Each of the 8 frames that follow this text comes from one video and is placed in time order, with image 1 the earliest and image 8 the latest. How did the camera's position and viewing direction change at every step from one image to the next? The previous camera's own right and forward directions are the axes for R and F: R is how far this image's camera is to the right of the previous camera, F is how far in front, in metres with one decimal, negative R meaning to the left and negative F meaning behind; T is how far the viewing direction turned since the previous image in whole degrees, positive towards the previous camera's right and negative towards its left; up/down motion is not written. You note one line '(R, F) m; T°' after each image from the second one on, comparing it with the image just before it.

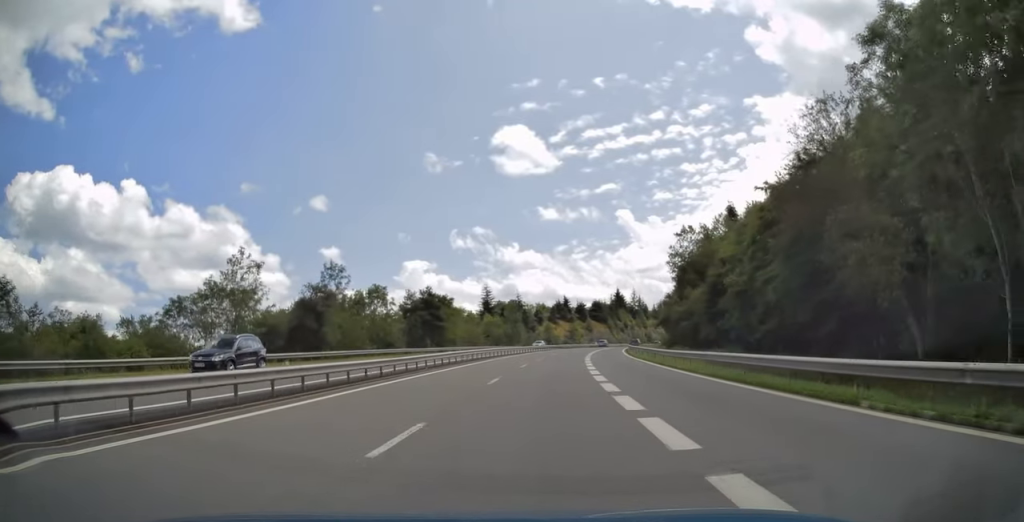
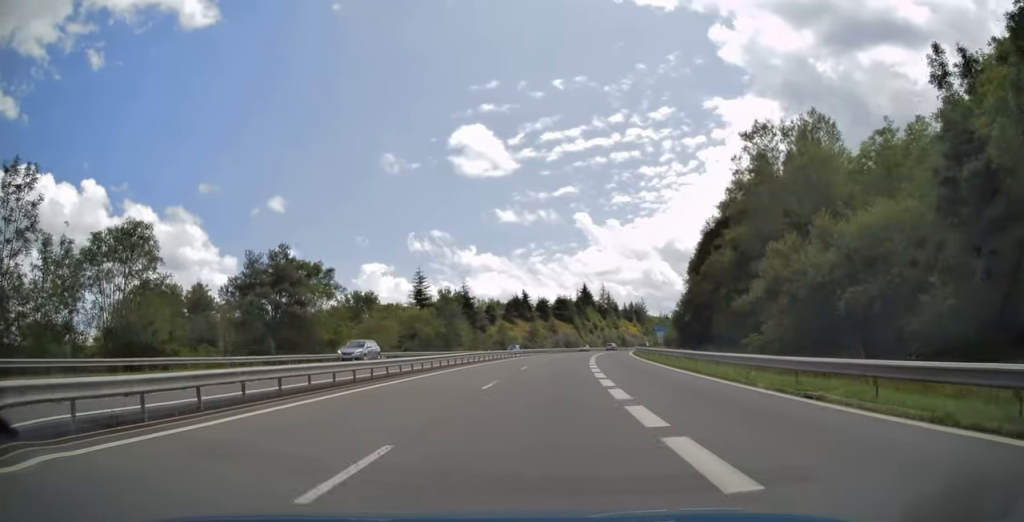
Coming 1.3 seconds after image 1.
(+1.2, +42.6) m; +3°
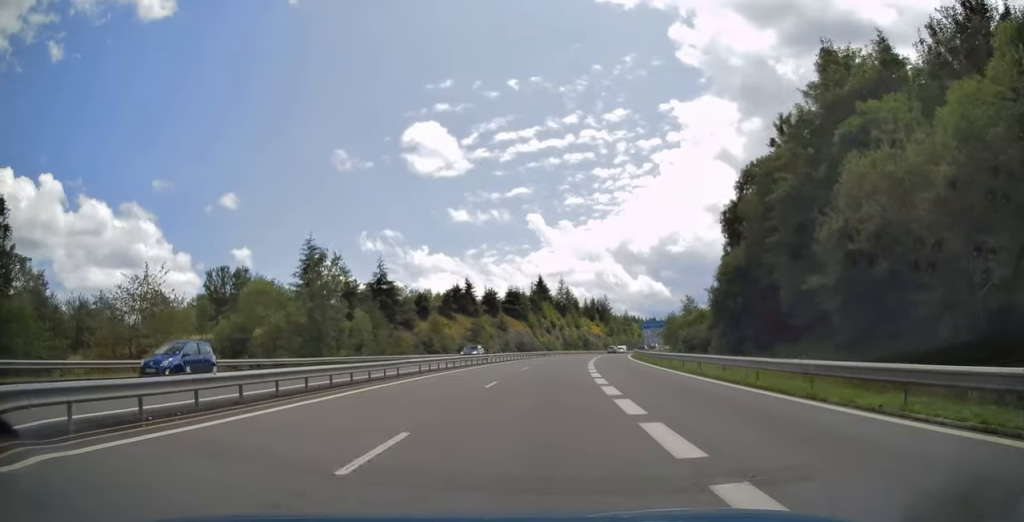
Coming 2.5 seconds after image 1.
(+0.8, +33.8) m; +3°
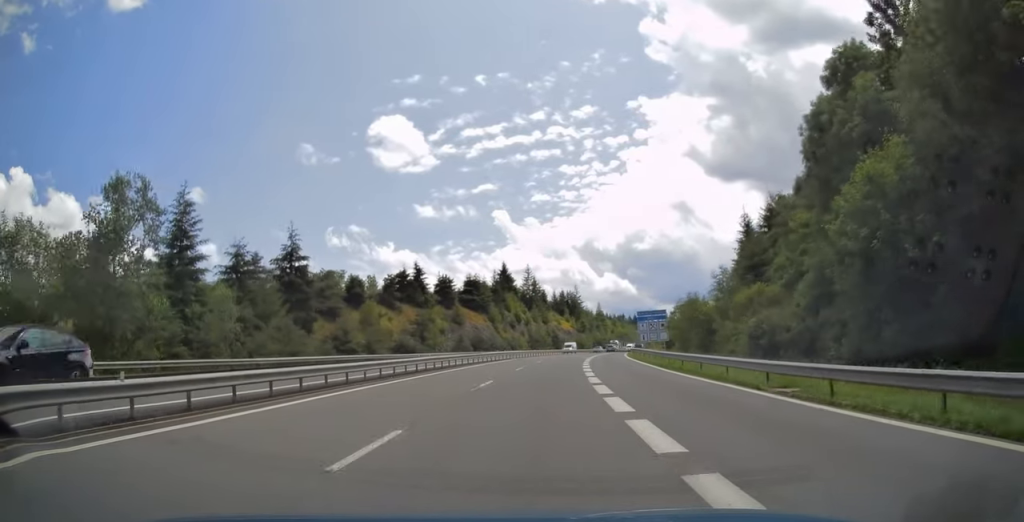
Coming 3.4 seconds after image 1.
(+0.5, +23.3) m; +3°
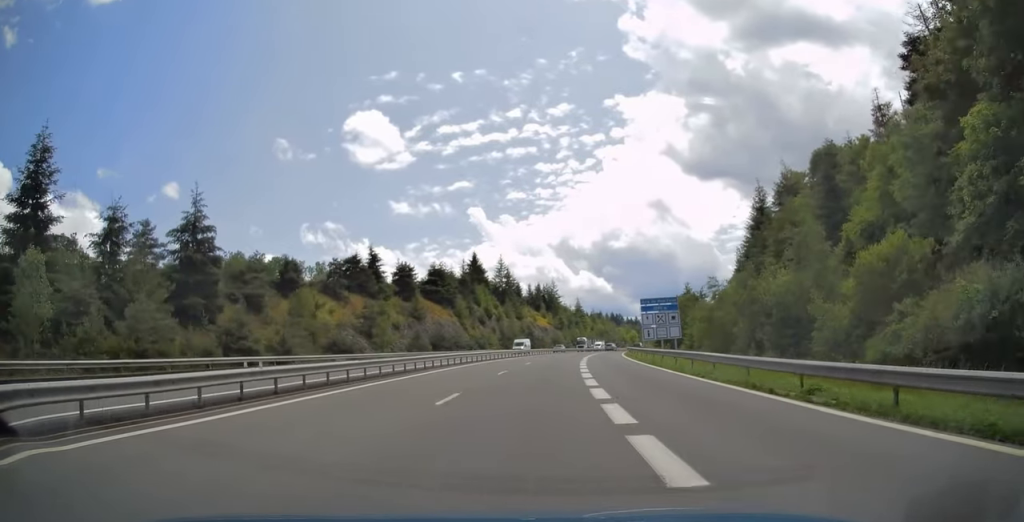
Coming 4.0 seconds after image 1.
(+0.5, +17.9) m; +2°
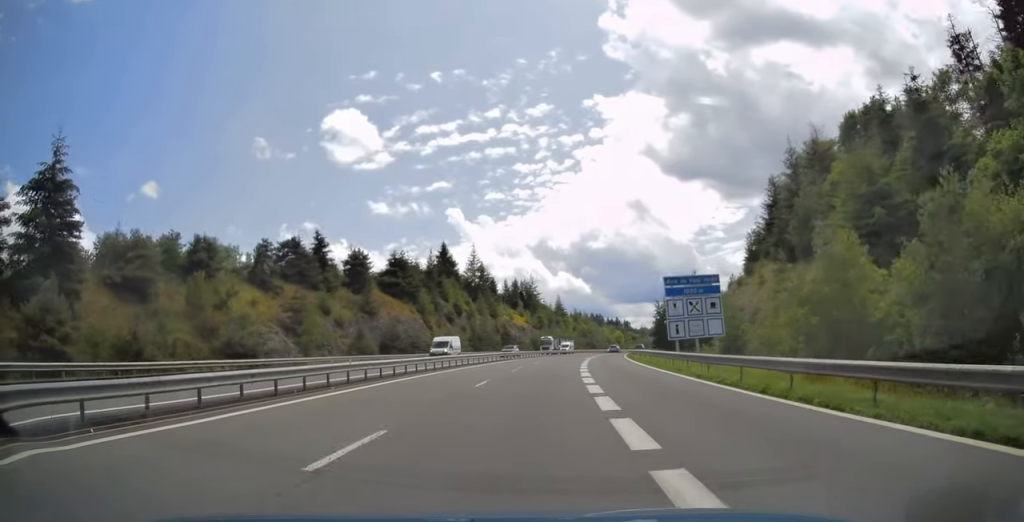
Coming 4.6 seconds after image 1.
(+0.4, +18.8) m; +2°
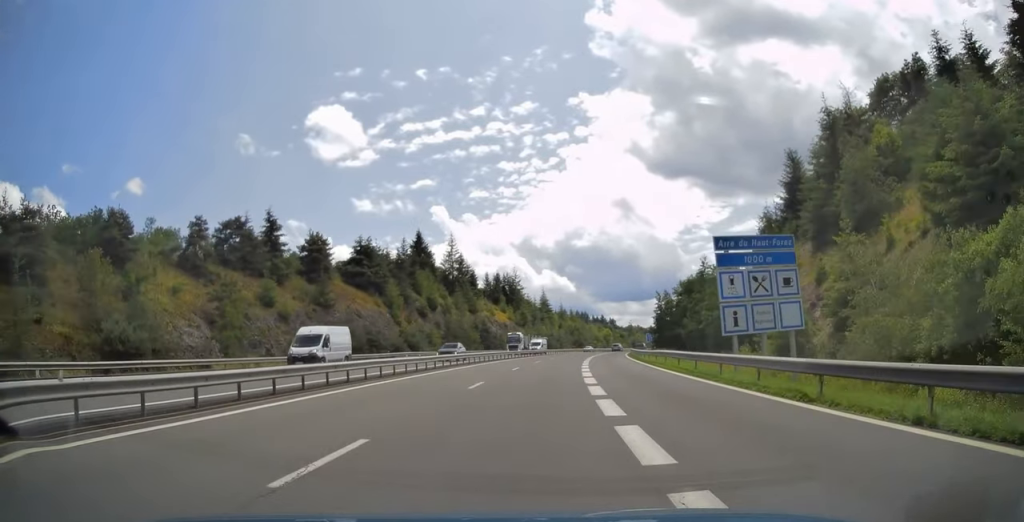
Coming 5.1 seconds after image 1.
(+0.2, +13.5) m; +2°
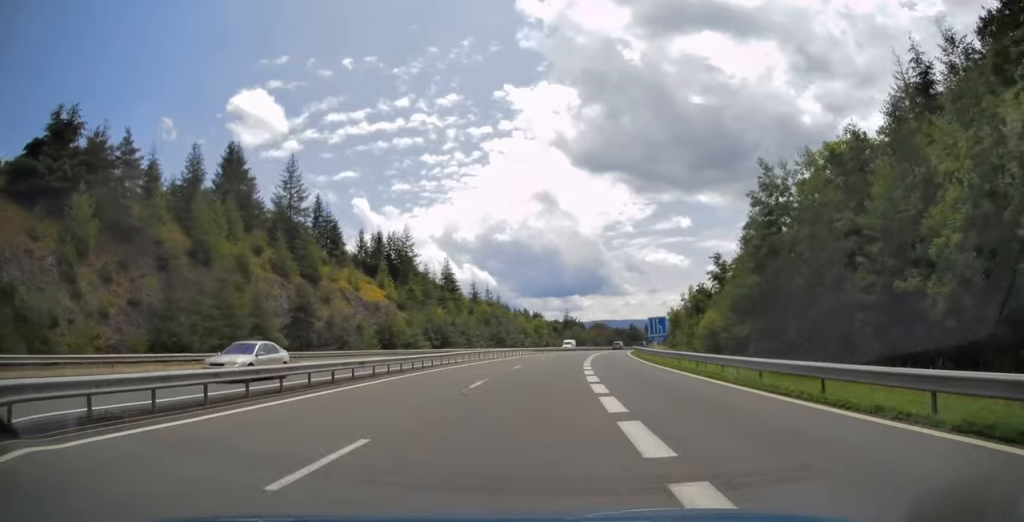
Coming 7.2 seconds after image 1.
(+3.9, +64.6) m; +7°
